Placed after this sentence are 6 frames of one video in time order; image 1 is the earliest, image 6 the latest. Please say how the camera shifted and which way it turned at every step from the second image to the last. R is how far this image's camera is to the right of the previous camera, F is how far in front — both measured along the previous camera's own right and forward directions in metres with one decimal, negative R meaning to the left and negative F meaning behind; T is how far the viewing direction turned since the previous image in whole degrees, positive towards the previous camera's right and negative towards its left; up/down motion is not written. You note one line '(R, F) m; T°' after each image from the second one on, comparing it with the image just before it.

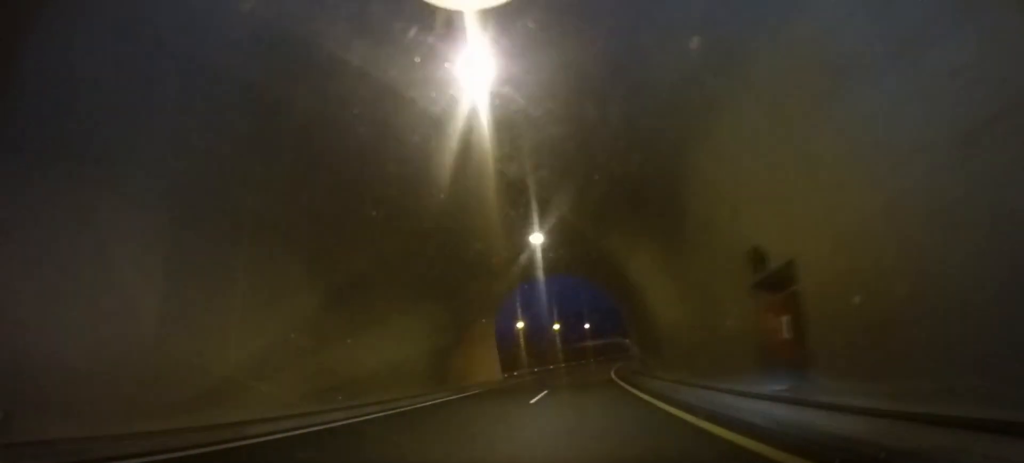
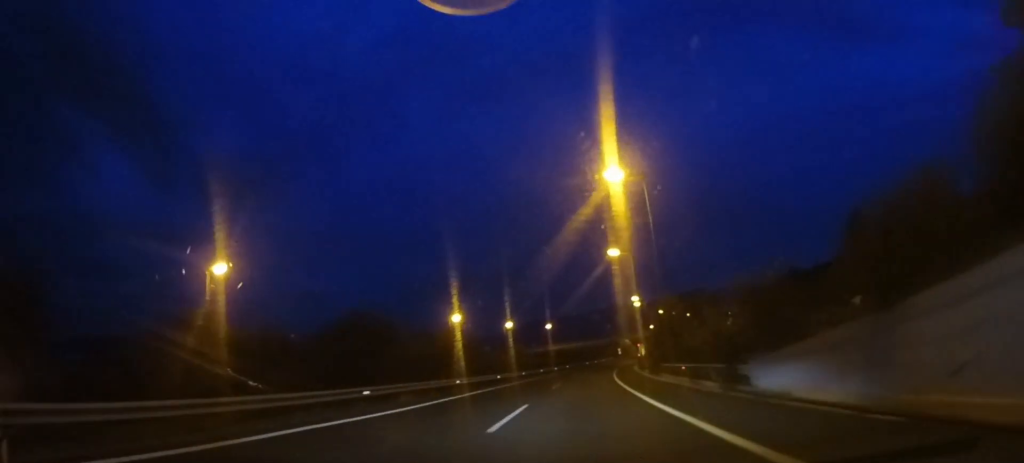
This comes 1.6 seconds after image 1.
(+1.9, +43.1) m; +7°
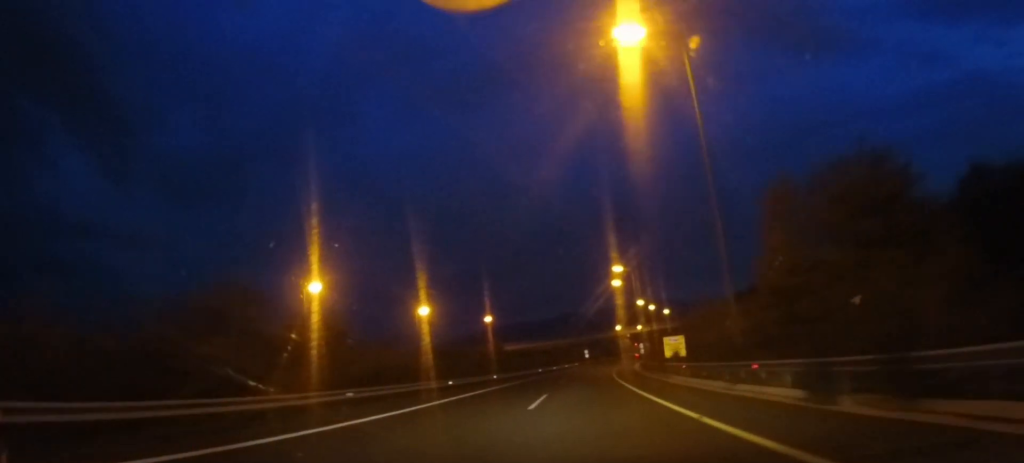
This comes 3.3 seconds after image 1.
(+5.5, +47.0) m; +7°
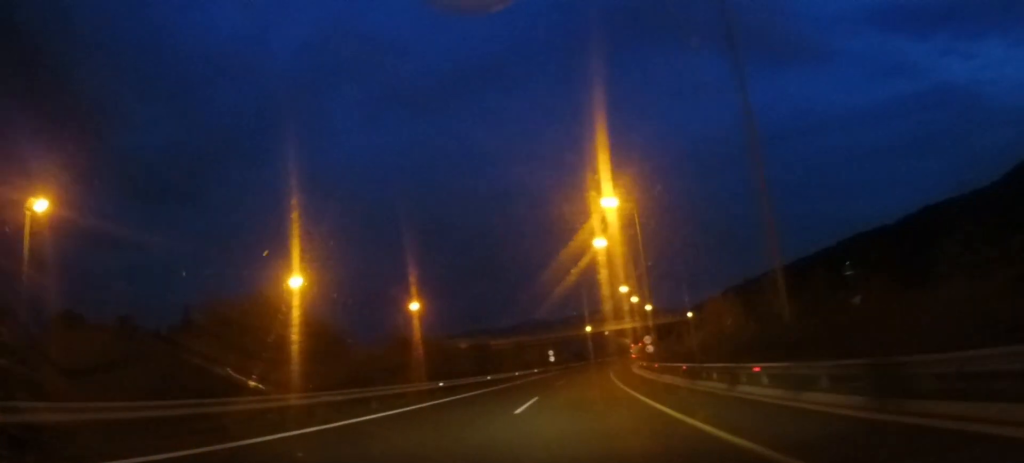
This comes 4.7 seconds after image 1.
(-0.8, +36.1) m; +2°
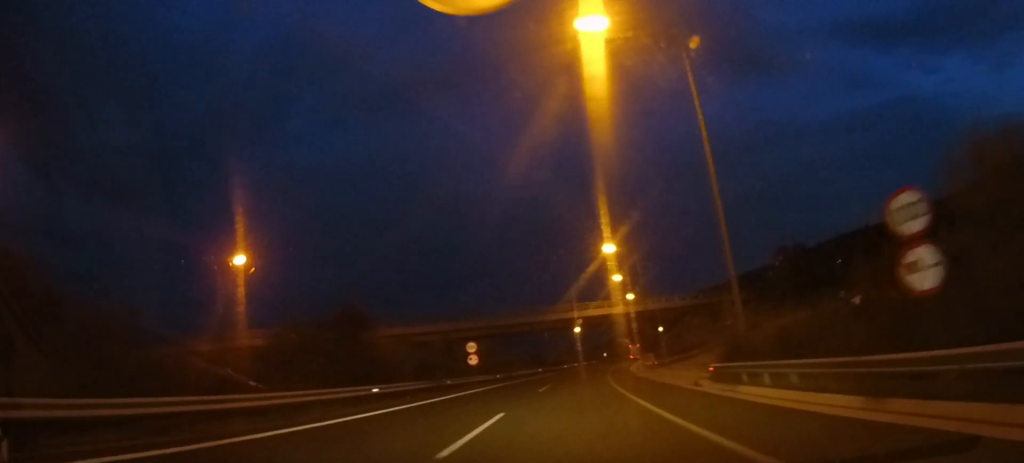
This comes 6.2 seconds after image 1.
(+2.0, +42.9) m; +4°
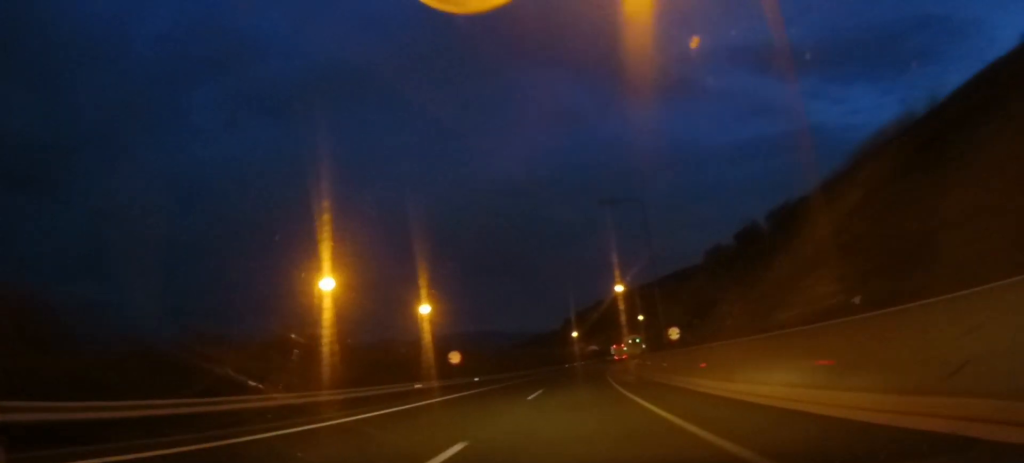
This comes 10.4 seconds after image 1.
(+12.2, +112.0) m; +12°
